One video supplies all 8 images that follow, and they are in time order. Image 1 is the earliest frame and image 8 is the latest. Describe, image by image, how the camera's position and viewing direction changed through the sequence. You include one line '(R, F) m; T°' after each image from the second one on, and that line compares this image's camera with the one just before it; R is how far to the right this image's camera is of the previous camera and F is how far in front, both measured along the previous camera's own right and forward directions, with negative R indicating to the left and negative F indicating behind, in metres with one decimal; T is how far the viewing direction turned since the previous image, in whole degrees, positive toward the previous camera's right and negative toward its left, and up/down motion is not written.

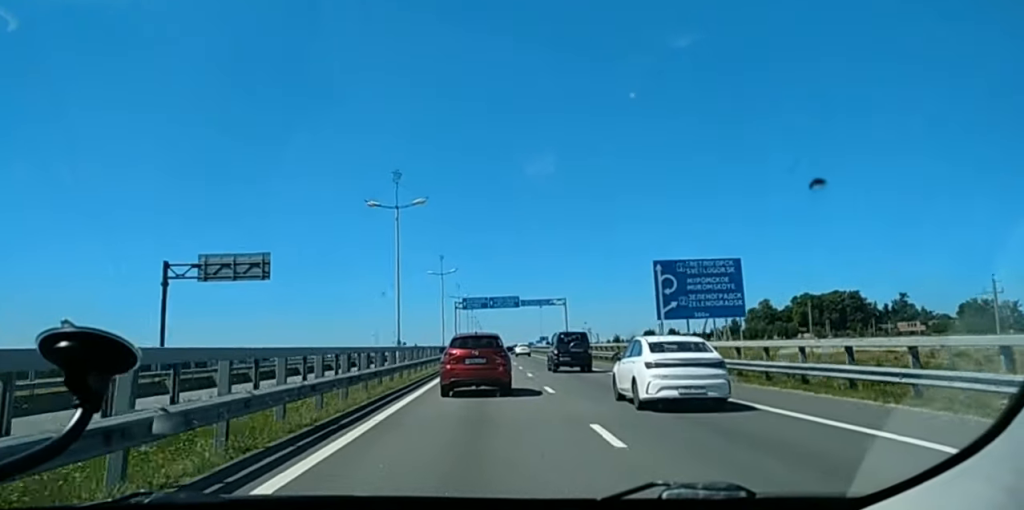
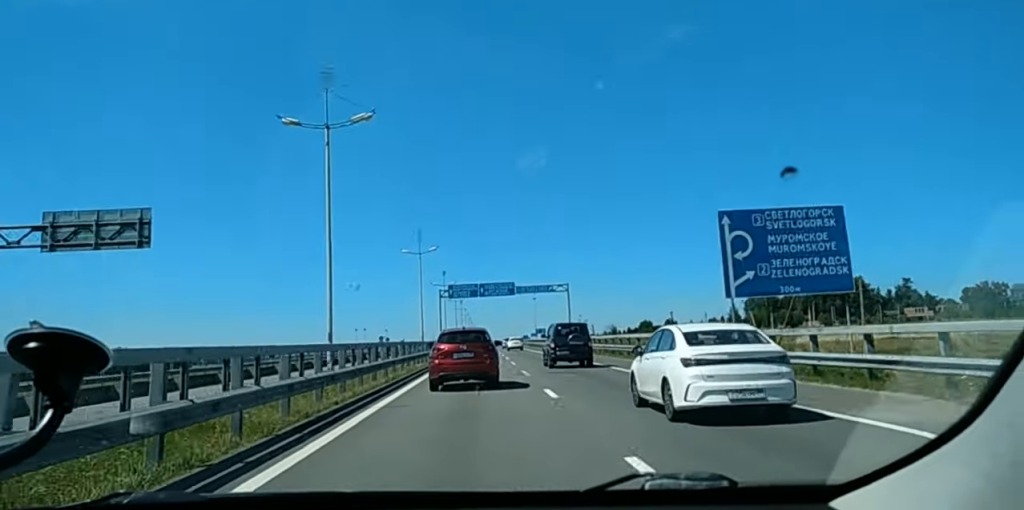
(0.0, +15.8) m; 0°
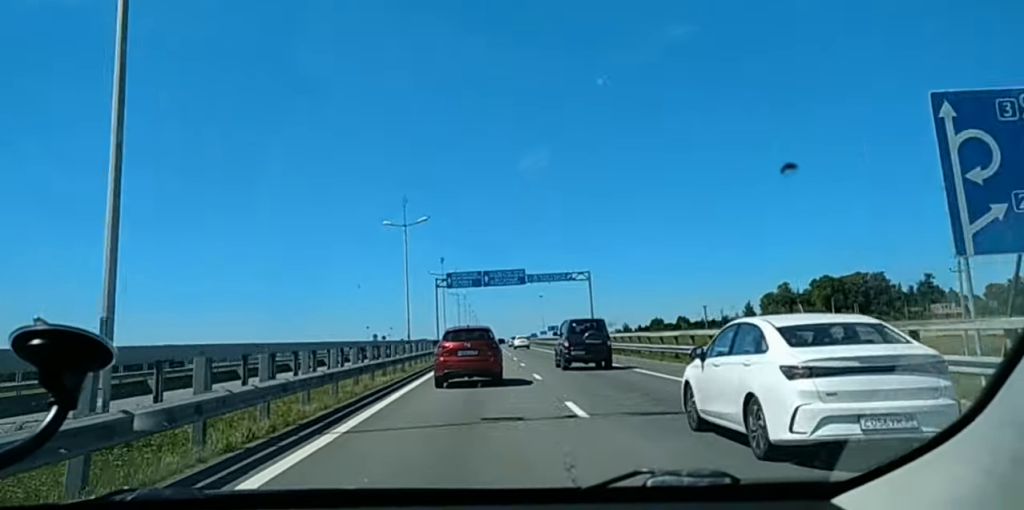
(+0.1, +16.6) m; 0°
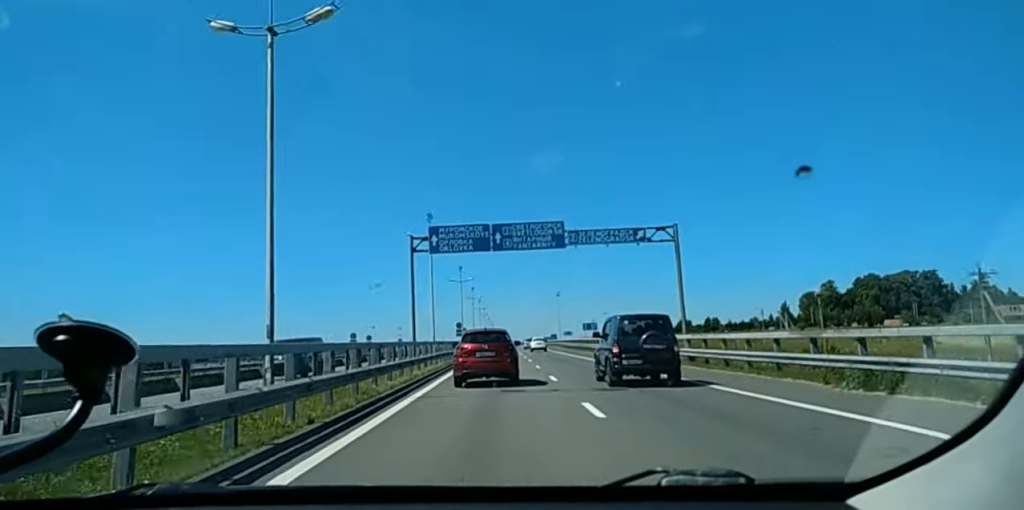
(+0.2, +33.5) m; 0°
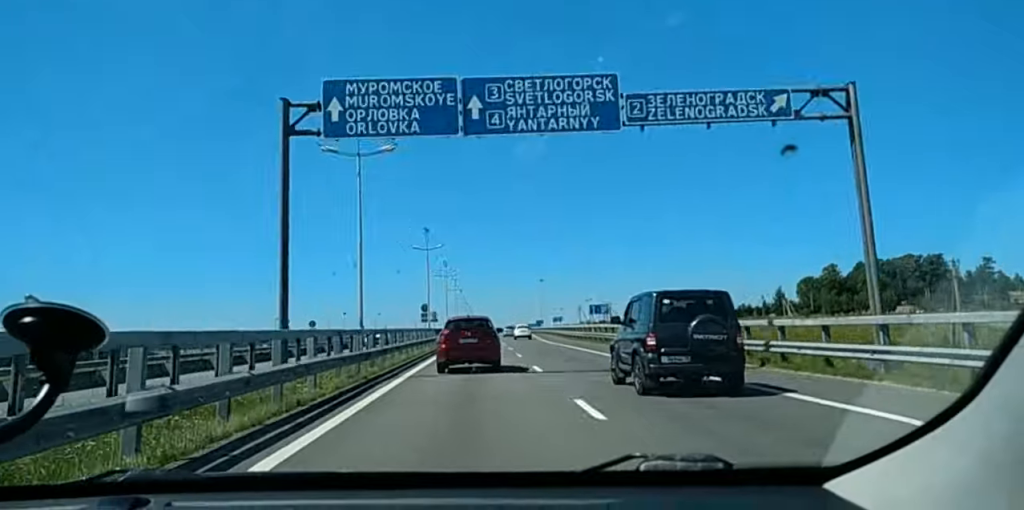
(0.0, +26.0) m; 0°
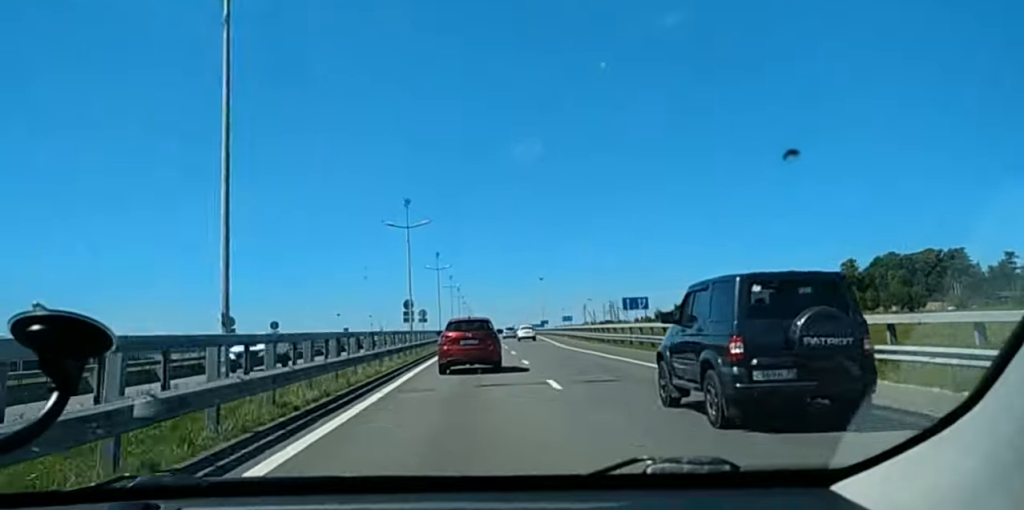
(0.0, +17.7) m; 0°
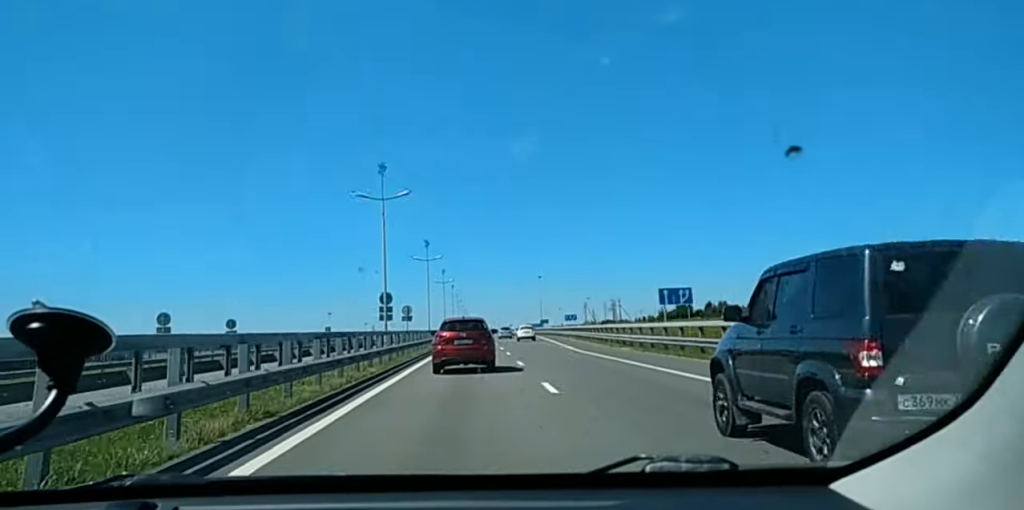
(0.0, +13.9) m; 0°
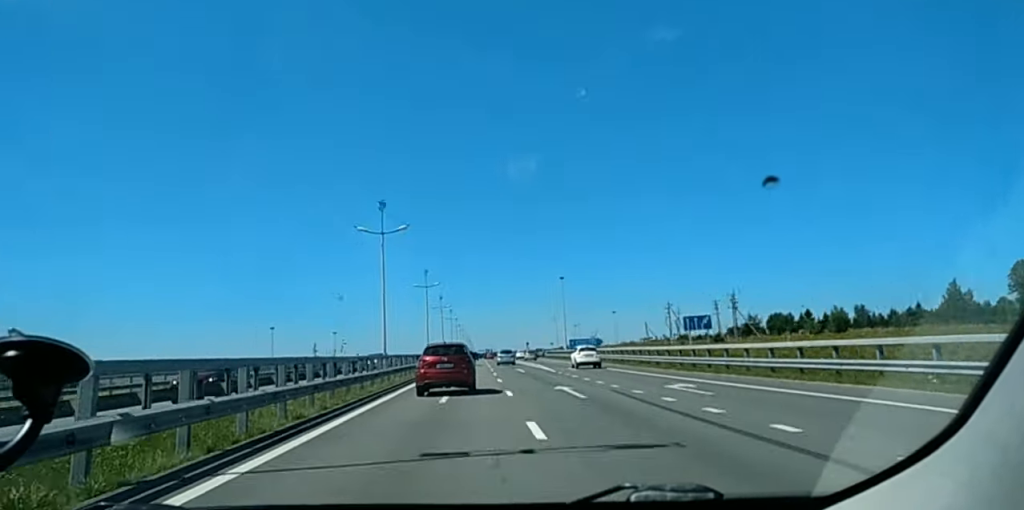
(-0.2, +122.5) m; -1°
